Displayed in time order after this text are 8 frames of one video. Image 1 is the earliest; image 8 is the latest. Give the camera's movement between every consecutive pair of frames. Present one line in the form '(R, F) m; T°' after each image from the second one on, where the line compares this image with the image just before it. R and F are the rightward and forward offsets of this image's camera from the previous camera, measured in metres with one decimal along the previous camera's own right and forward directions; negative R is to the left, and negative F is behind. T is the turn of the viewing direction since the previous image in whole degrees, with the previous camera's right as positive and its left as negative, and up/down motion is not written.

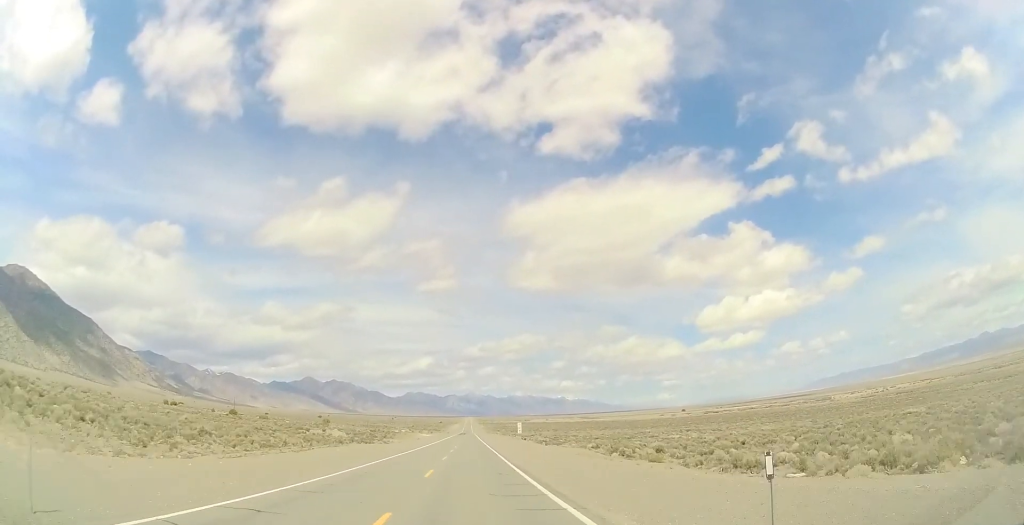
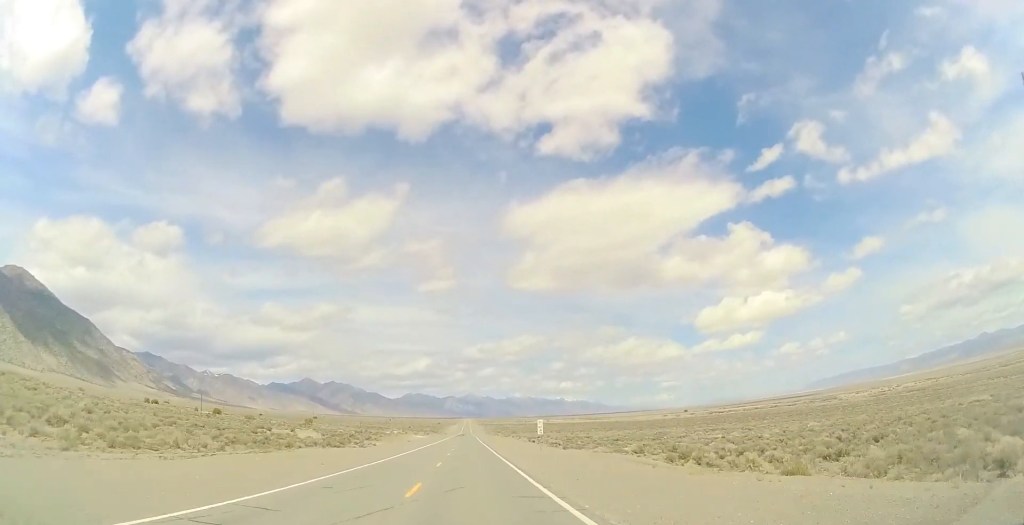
(+0.1, +17.9) m; 0°
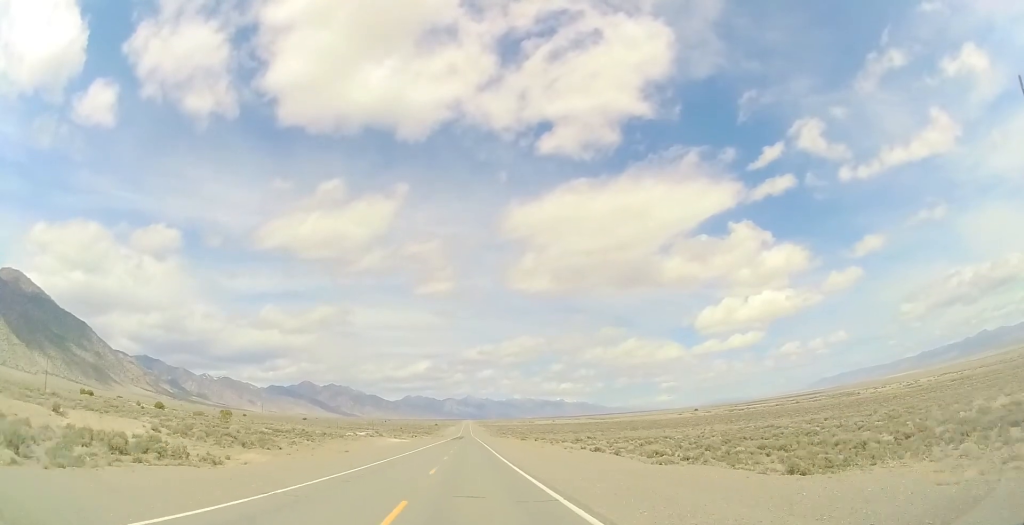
(-0.3, +52.9) m; 0°
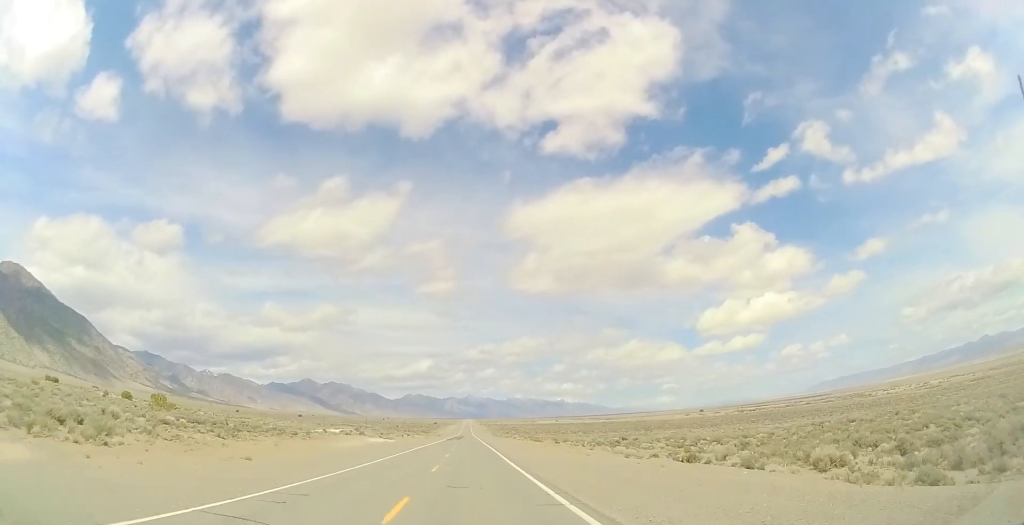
(+0.2, +25.0) m; 0°
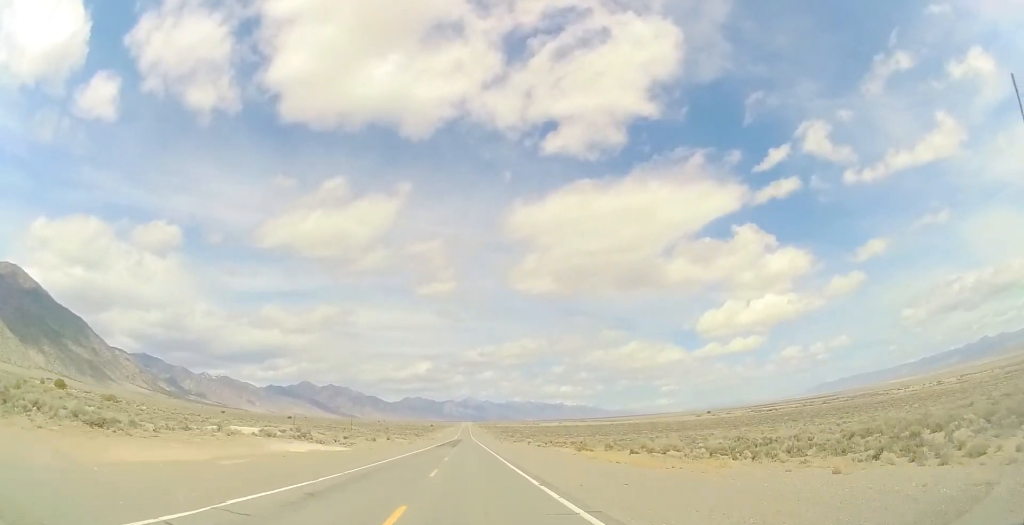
(0.0, +37.8) m; 0°
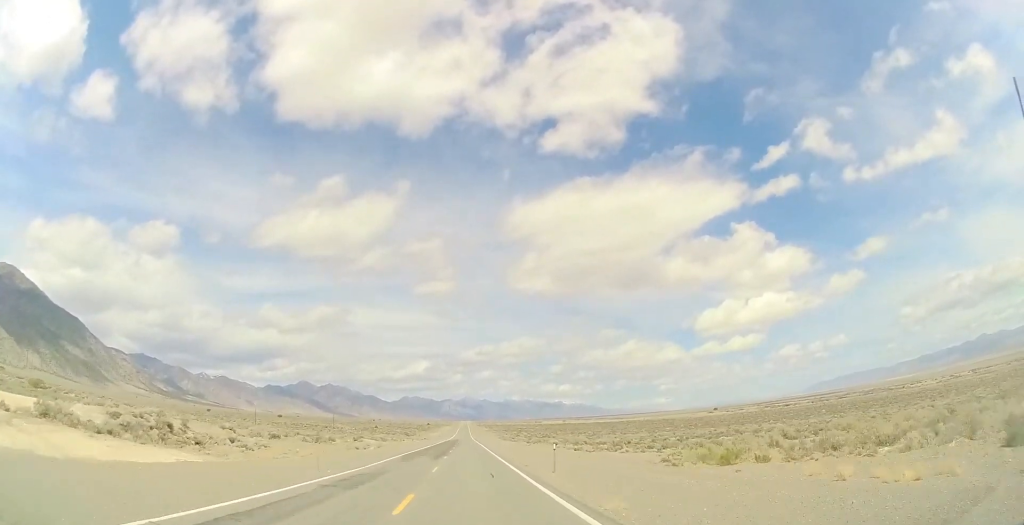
(0.0, +34.5) m; 0°
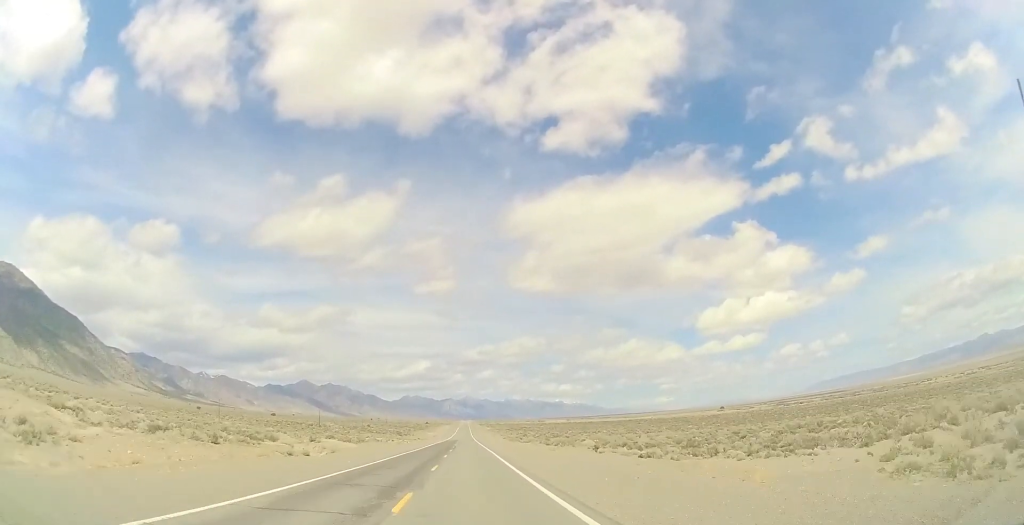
(0.0, +24.2) m; 0°
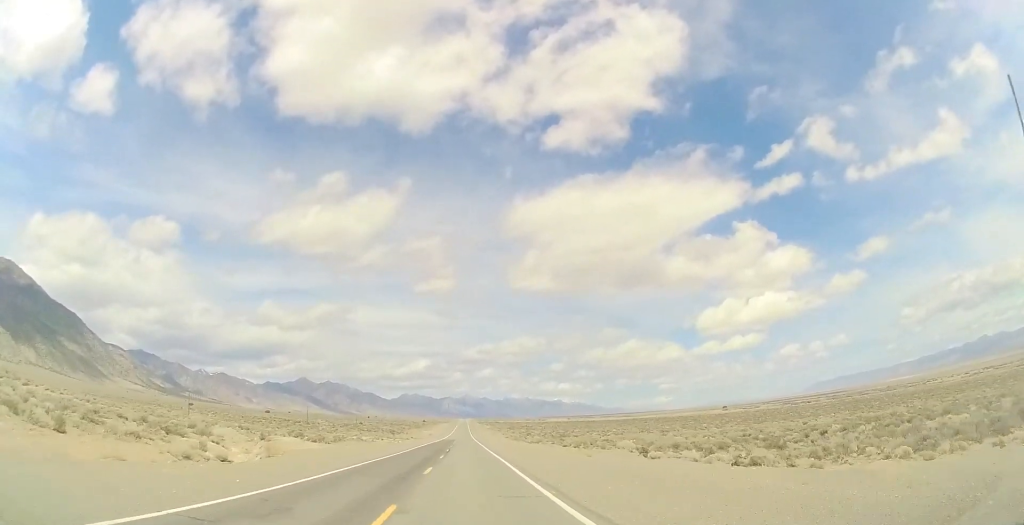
(0.0, +15.0) m; 0°
